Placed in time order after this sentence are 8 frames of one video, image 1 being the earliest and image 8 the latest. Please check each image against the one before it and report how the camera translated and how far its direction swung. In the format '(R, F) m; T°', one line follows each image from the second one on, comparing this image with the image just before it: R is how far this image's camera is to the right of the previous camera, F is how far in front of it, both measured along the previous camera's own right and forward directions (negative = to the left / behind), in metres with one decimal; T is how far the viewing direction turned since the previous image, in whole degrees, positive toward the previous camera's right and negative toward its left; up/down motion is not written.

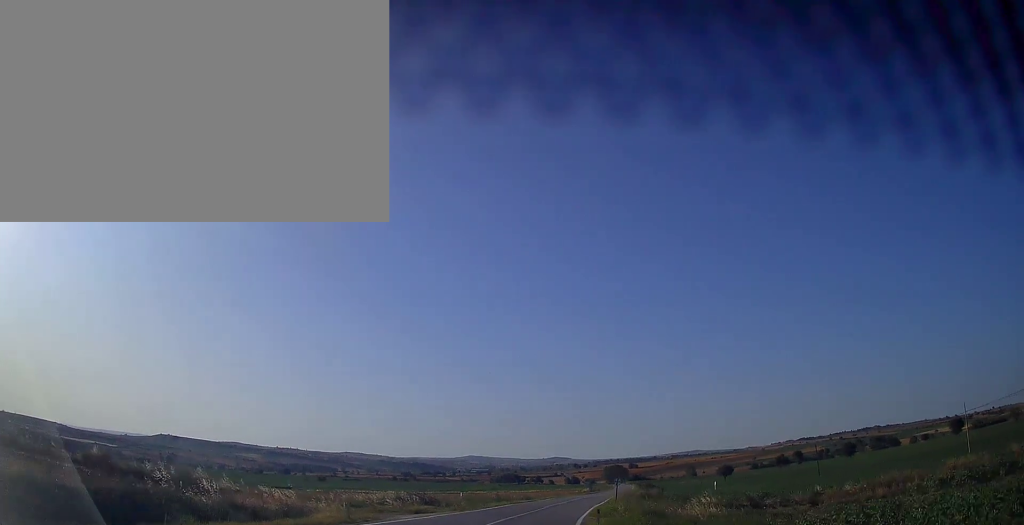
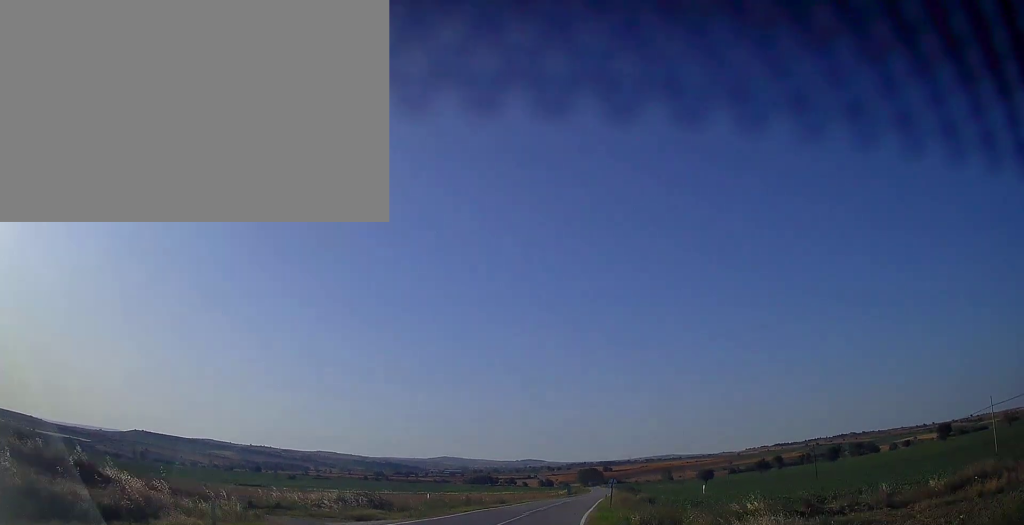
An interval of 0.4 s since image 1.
(+0.1, +7.8) m; +2°
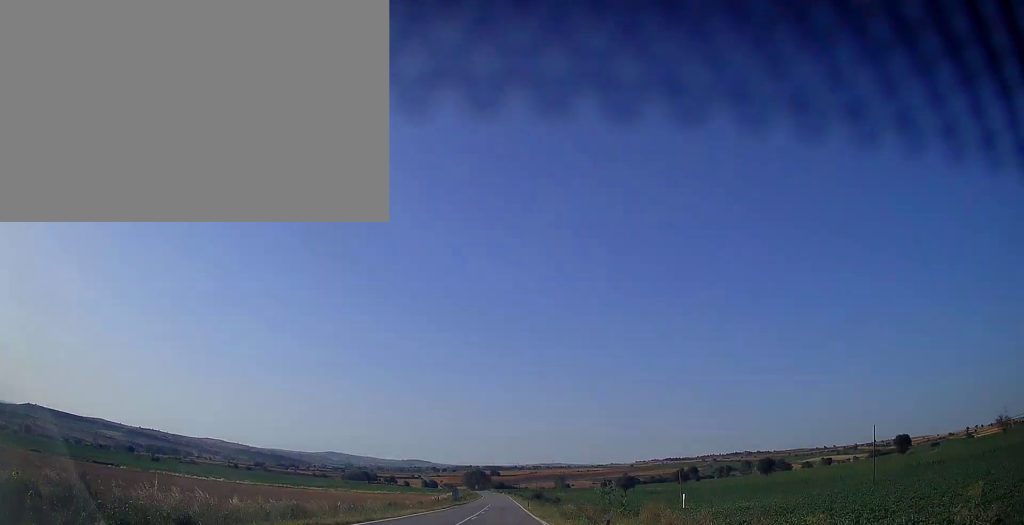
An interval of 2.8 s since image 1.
(+4.4, +43.6) m; +10°
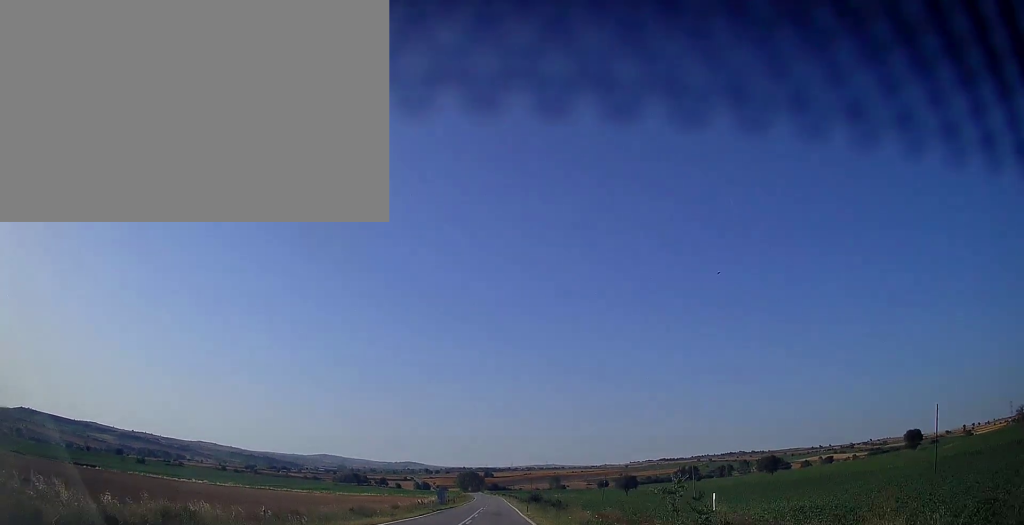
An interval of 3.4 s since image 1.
(+0.1, +11.7) m; +2°
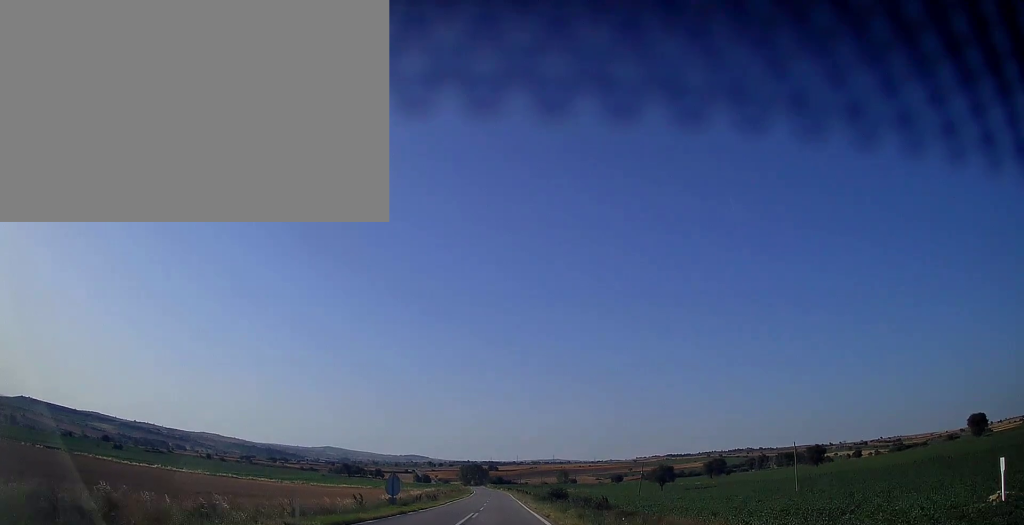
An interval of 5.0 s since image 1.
(+0.6, +33.7) m; +1°
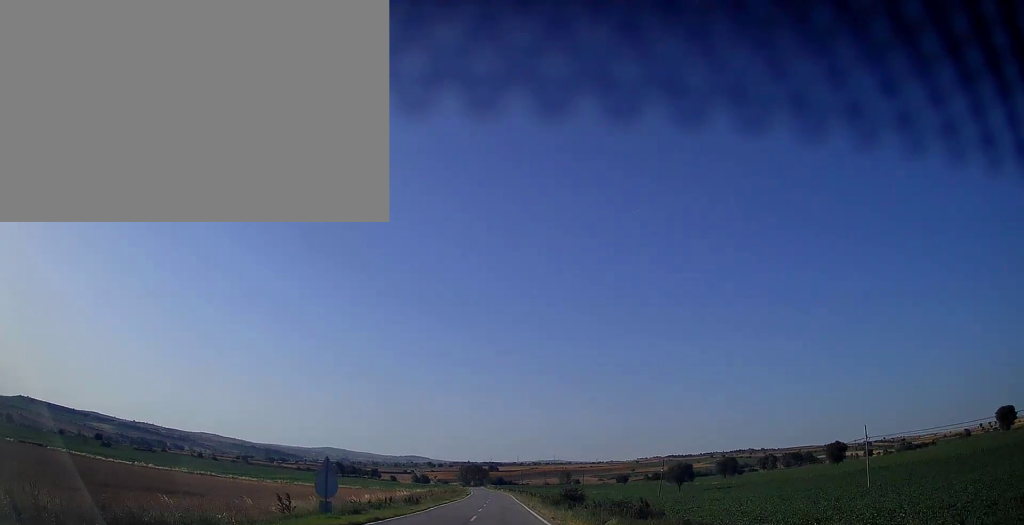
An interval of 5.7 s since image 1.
(+0.1, +13.9) m; 0°
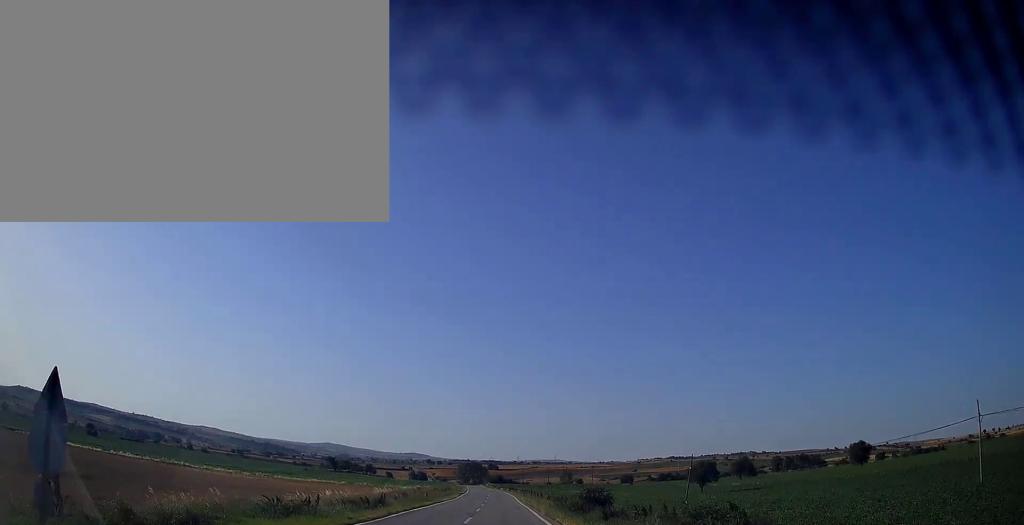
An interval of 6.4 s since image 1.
(+0.1, +14.7) m; 0°
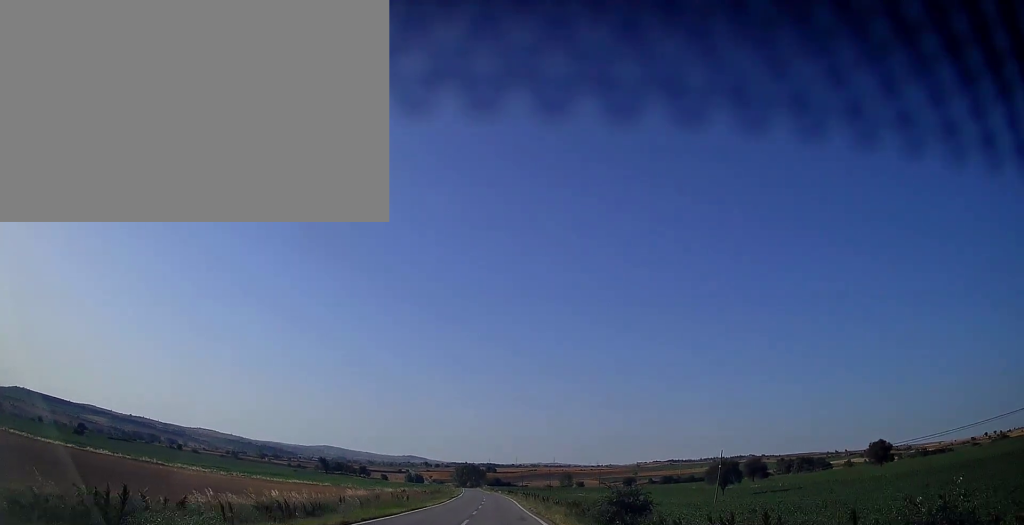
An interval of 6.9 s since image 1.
(0.0, +11.4) m; 0°
